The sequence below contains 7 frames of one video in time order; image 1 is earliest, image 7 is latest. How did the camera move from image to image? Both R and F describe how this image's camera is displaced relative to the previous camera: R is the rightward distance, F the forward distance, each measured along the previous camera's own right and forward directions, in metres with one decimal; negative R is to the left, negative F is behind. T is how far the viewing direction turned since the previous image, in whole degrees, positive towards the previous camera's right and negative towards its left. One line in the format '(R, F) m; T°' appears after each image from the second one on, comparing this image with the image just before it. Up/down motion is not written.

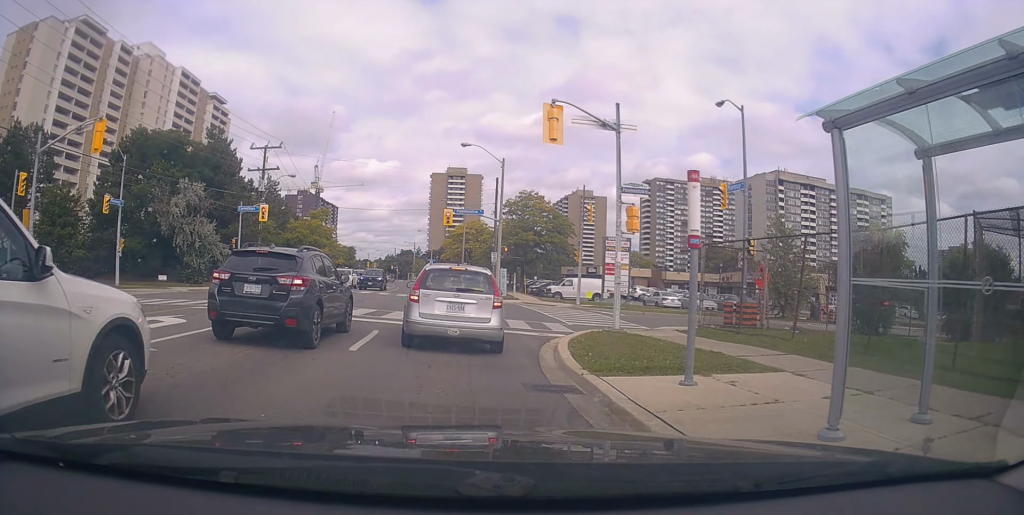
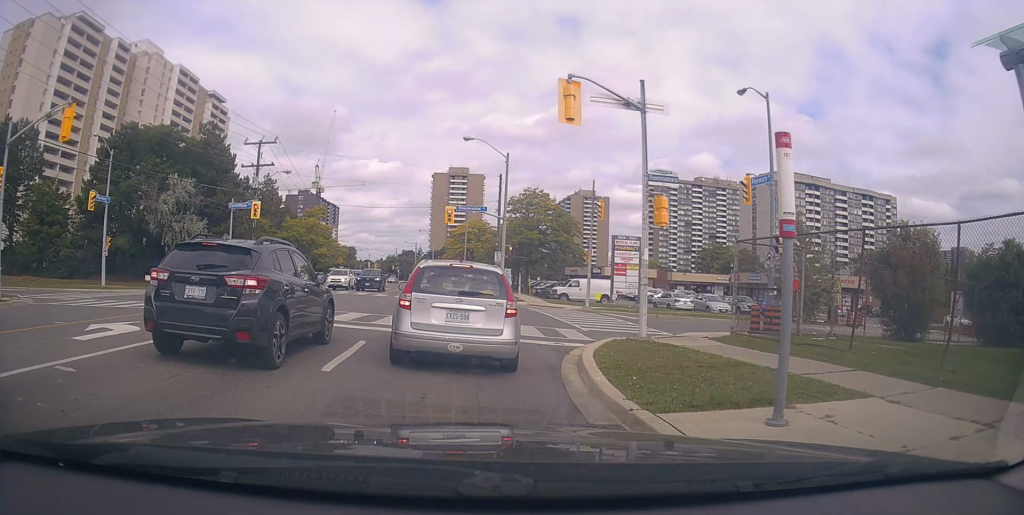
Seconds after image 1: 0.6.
(-0.2, +1.8) m; -5°
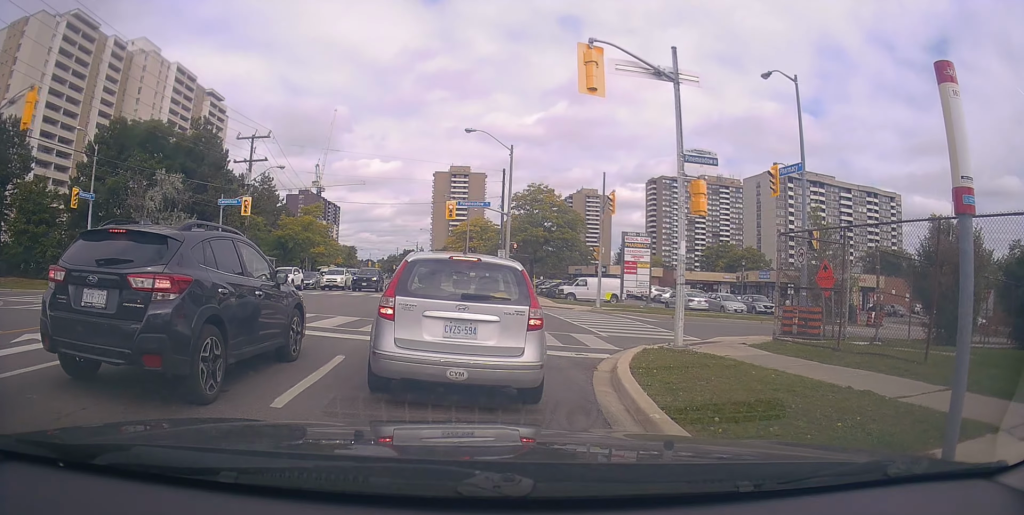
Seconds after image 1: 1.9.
(-0.2, +1.9) m; -3°
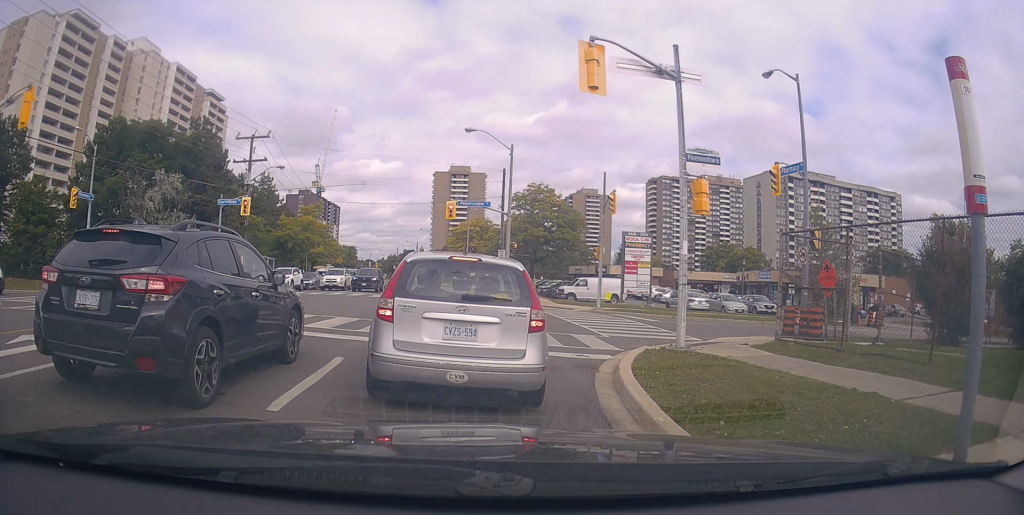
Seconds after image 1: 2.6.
(0.0, +0.1) m; 0°
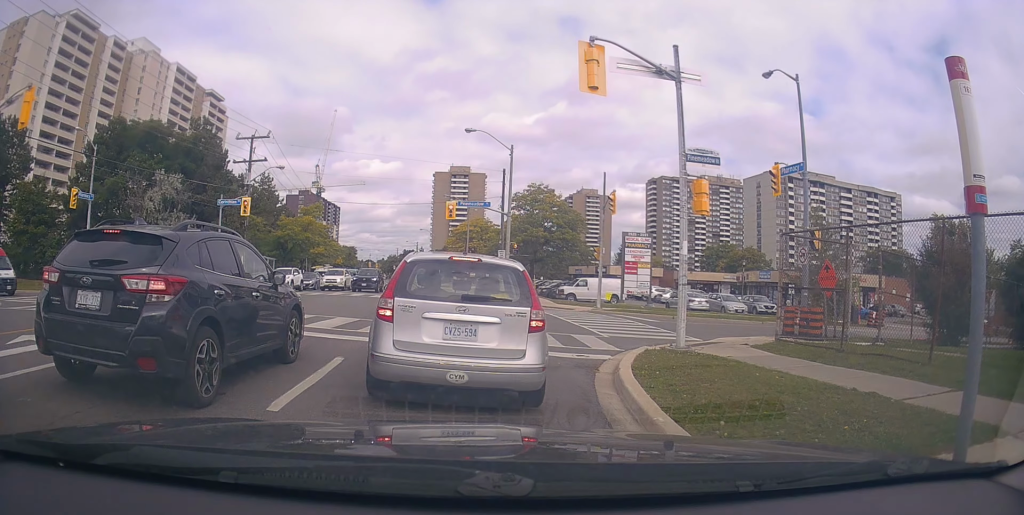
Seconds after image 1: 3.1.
(0.0, 0.0) m; 0°
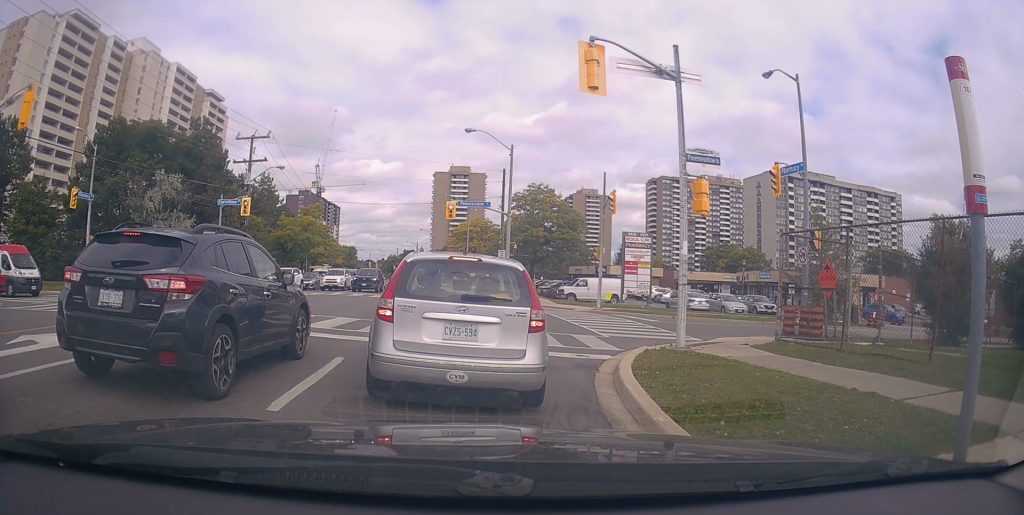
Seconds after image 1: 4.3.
(0.0, 0.0) m; 0°
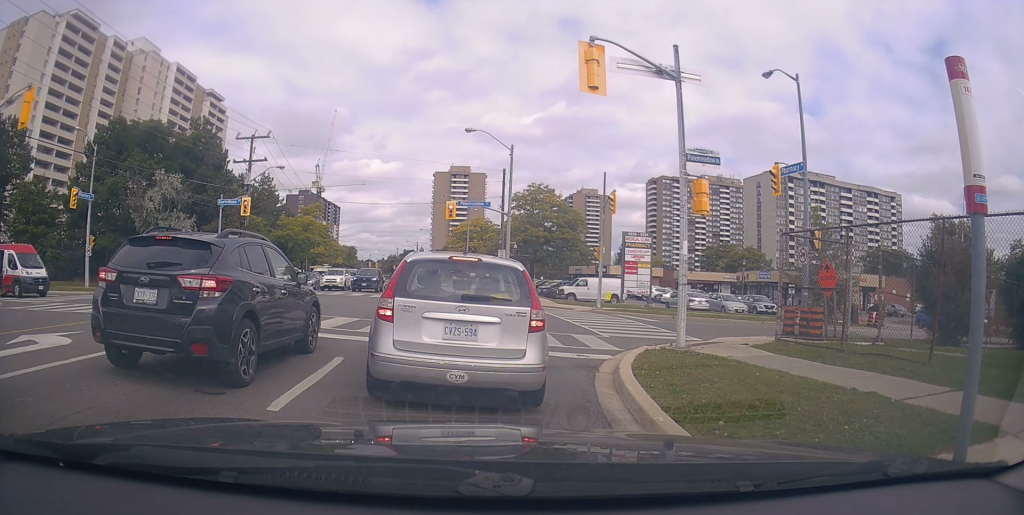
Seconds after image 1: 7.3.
(0.0, 0.0) m; 0°
